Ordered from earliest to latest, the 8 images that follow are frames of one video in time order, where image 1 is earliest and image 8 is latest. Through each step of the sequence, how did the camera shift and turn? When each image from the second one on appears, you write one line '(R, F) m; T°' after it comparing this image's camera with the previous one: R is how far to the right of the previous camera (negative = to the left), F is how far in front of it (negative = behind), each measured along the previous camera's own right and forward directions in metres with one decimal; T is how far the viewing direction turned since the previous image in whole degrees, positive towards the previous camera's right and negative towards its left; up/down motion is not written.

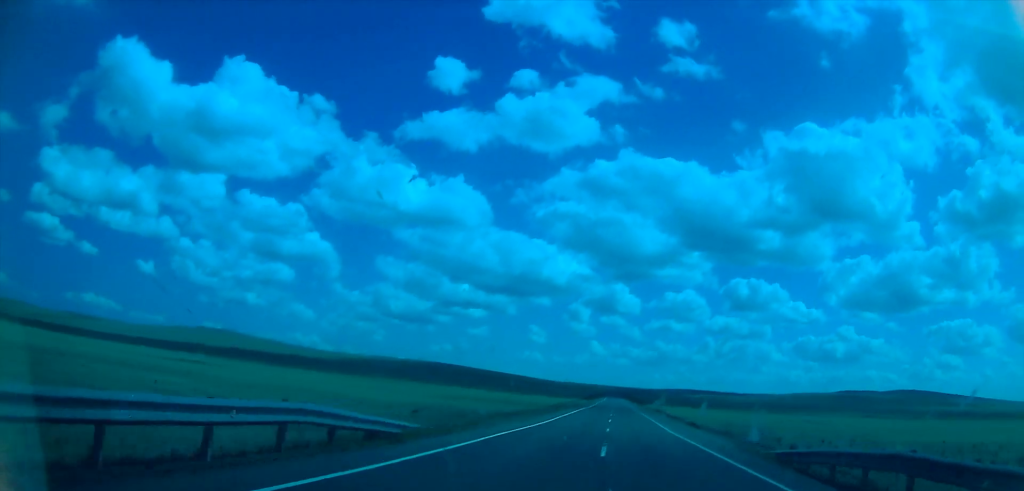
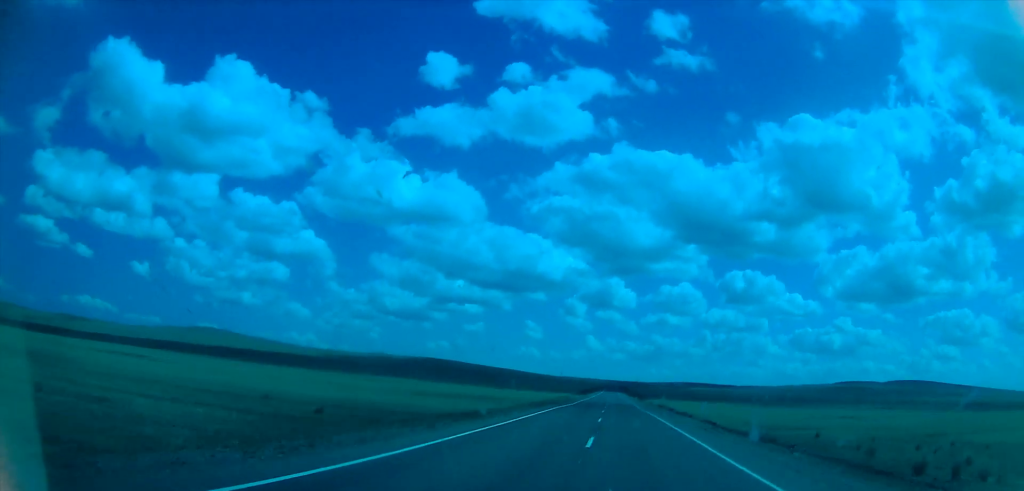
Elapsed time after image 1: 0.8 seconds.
(-0.3, +23.3) m; +1°
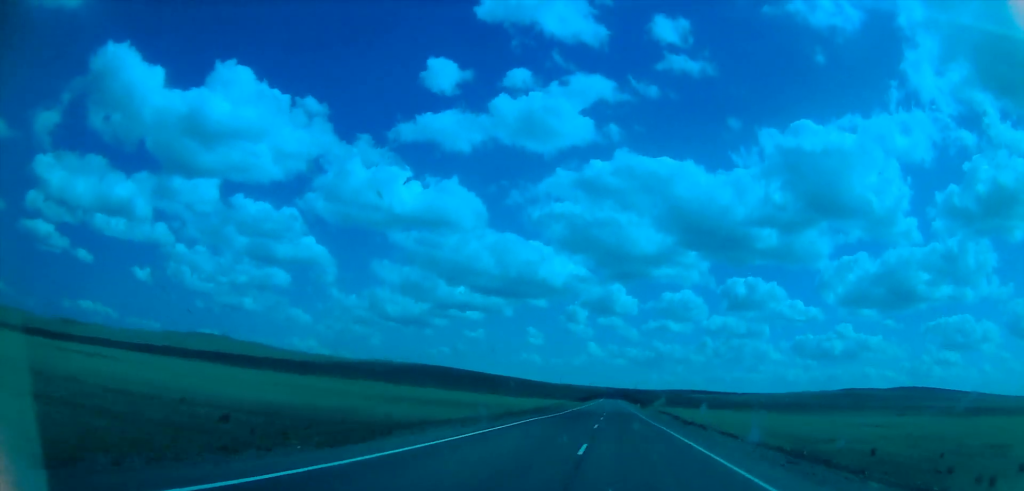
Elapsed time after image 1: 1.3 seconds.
(+0.6, +13.2) m; +1°
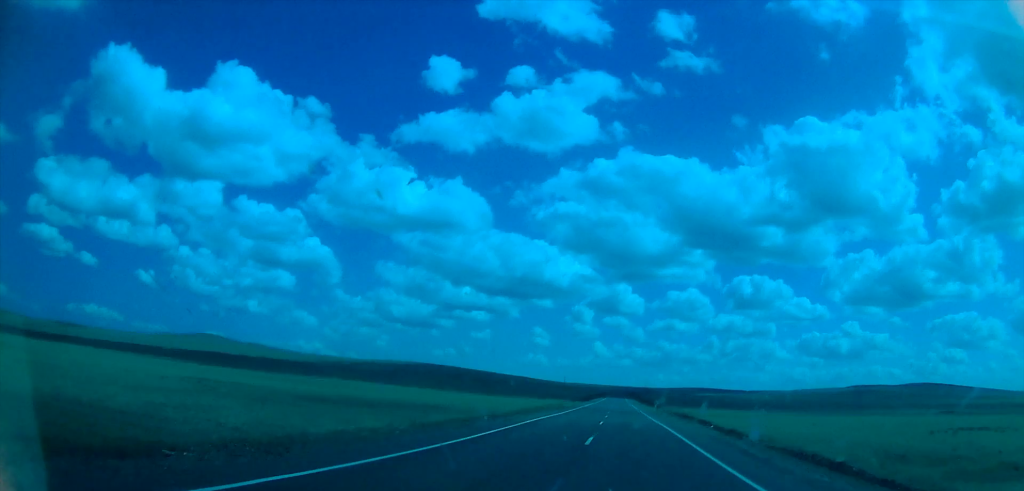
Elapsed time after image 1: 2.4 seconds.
(0.0, +32.3) m; -1°
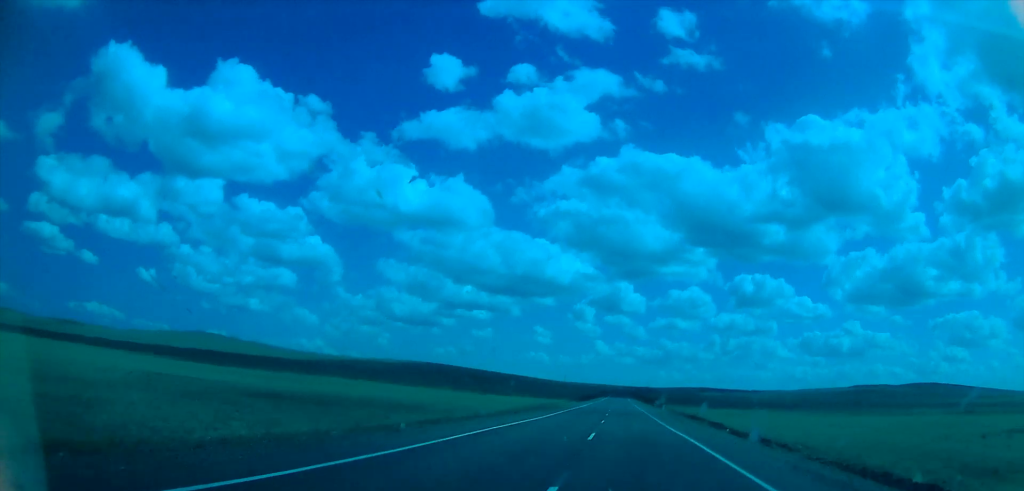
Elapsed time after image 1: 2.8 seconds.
(-0.1, +11.4) m; 0°
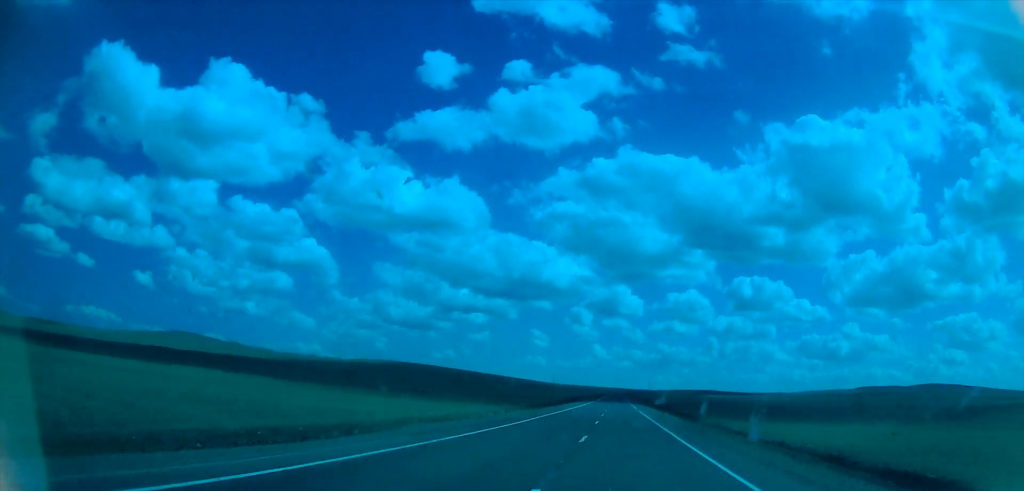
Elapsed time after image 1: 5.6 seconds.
(-0.5, +82.6) m; -1°
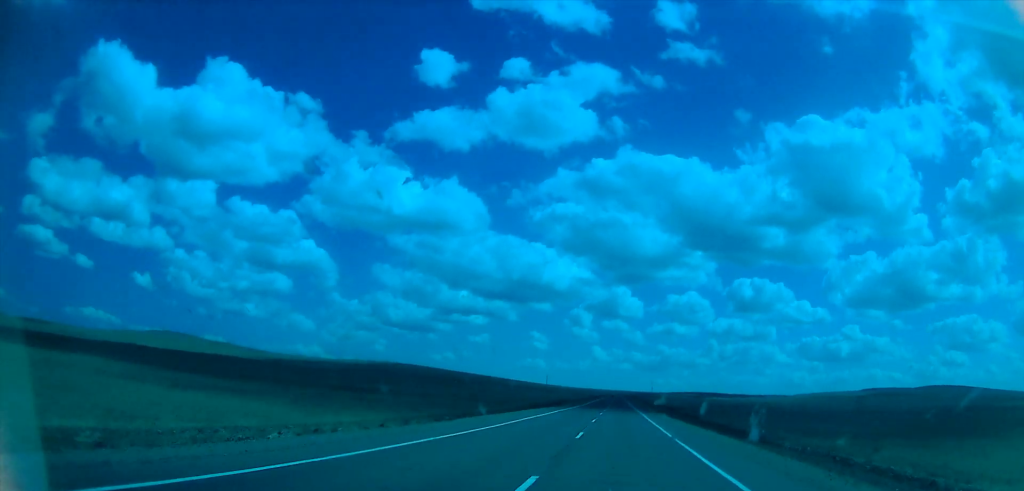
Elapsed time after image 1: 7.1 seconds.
(0.0, +45.1) m; 0°
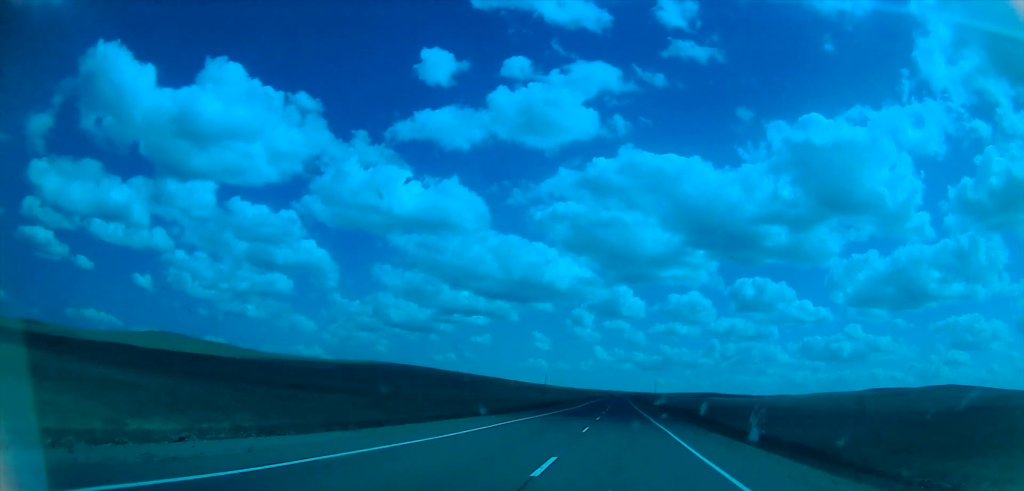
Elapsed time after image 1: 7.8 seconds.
(0.0, +20.8) m; 0°
